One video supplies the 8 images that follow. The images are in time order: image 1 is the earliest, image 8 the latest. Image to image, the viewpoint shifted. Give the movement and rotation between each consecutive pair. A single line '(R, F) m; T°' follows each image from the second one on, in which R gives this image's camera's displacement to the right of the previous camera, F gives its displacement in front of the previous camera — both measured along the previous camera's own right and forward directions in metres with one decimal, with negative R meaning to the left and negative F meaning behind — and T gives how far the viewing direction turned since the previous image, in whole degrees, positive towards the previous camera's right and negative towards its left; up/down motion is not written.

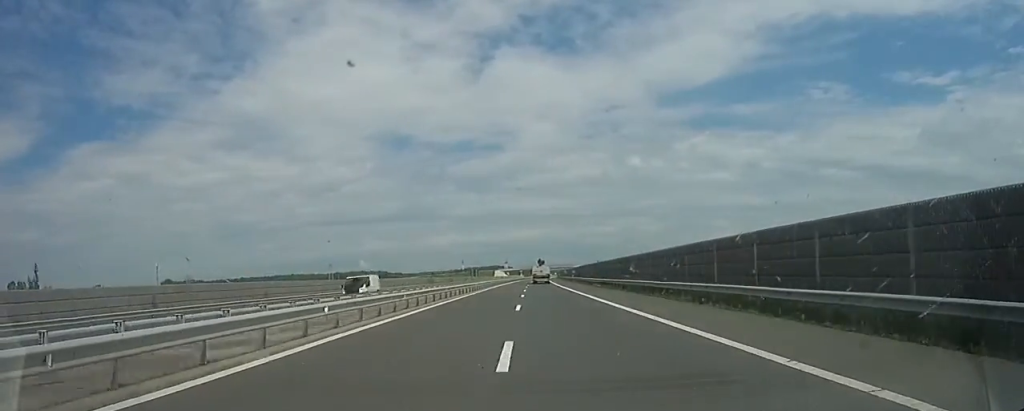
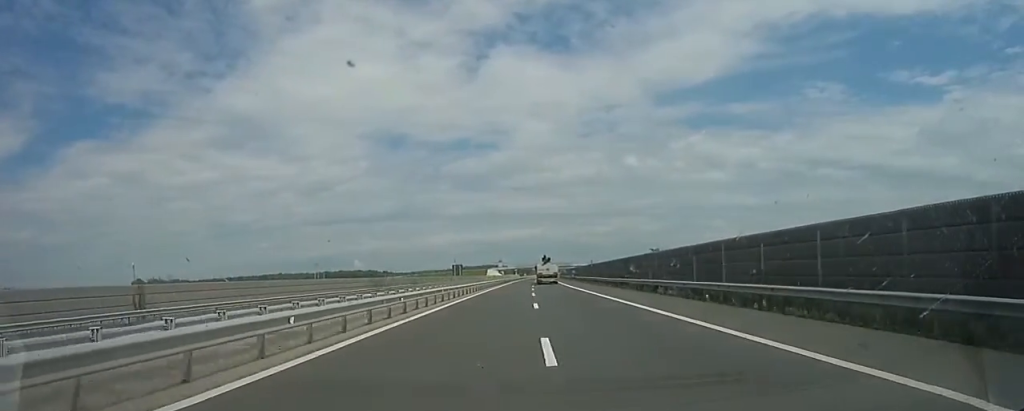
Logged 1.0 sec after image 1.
(-0.1, +35.2) m; +1°
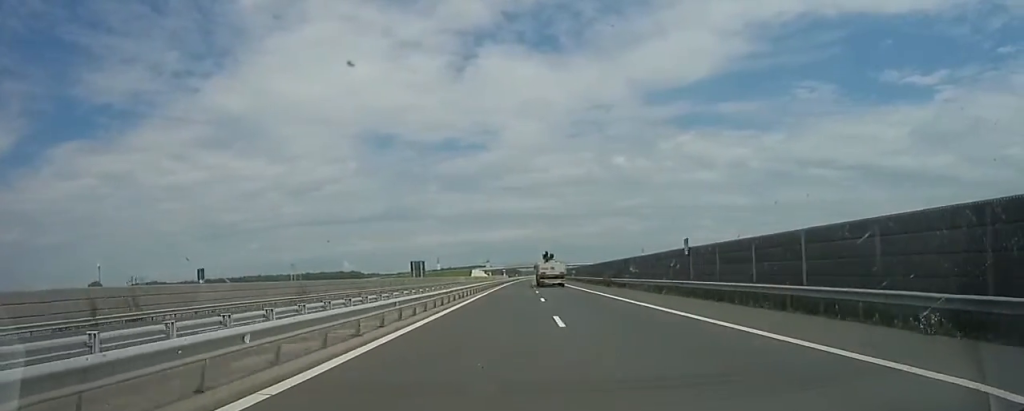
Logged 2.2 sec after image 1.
(+0.8, +42.1) m; +2°
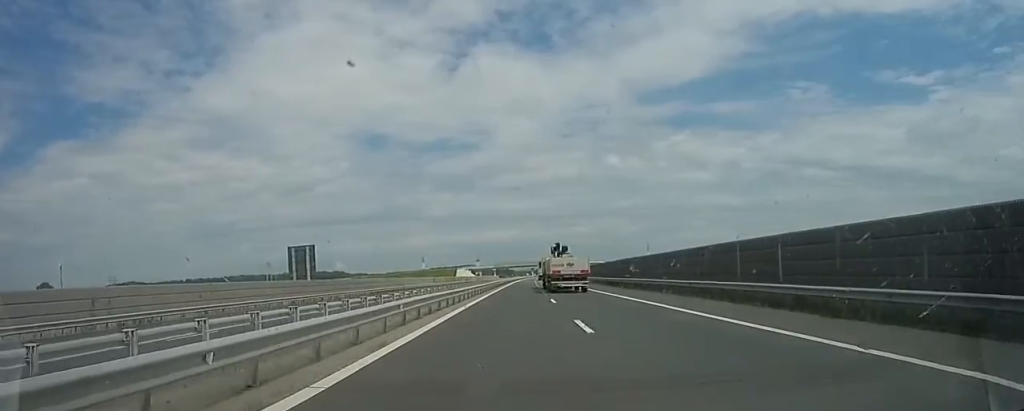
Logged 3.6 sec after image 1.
(+0.7, +49.2) m; +2°
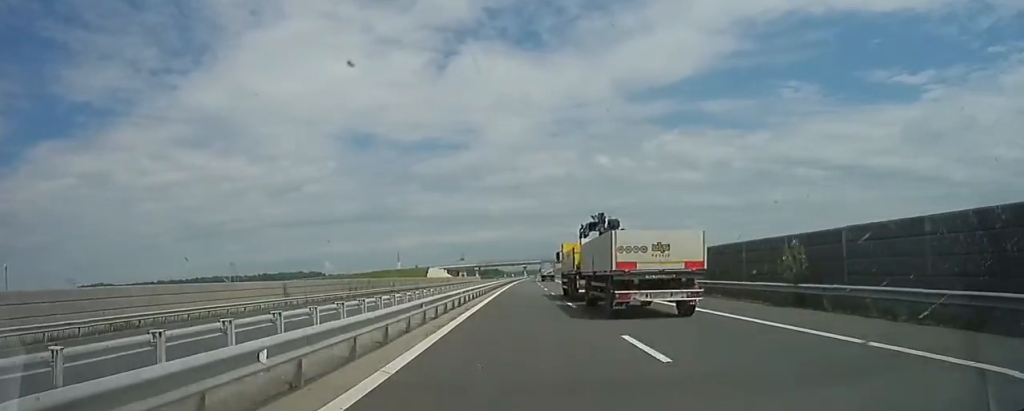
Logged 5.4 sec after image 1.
(+1.4, +63.2) m; +1°
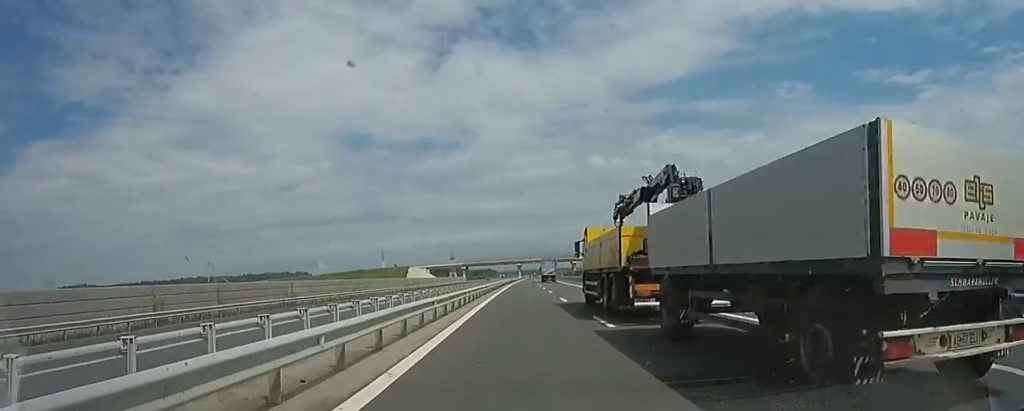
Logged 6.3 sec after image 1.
(0.0, +30.4) m; 0°
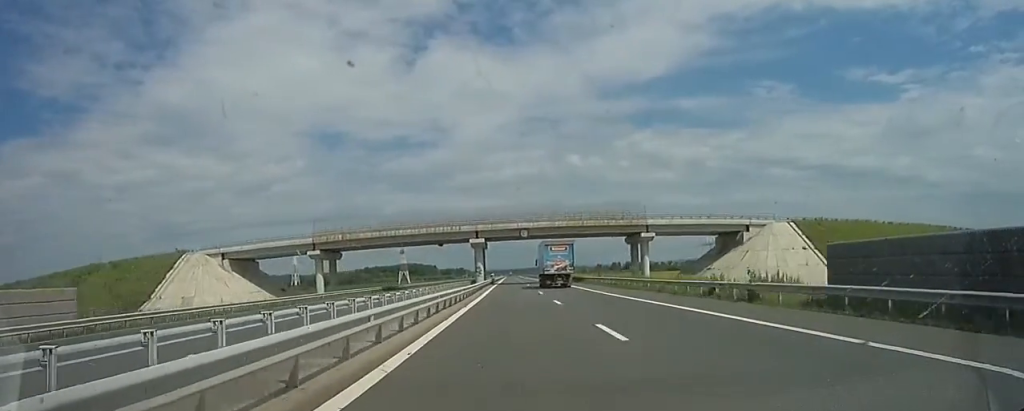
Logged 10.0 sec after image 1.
(0.0, +132.1) m; 0°
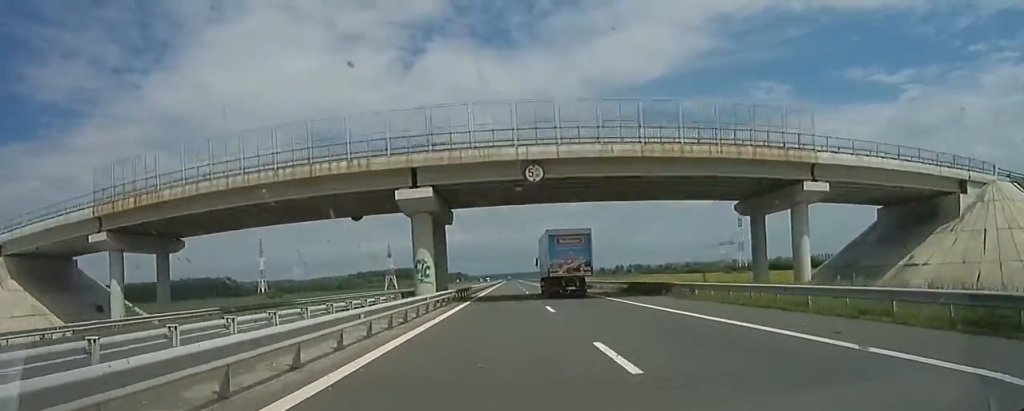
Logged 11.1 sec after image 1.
(0.0, +38.5) m; 0°
